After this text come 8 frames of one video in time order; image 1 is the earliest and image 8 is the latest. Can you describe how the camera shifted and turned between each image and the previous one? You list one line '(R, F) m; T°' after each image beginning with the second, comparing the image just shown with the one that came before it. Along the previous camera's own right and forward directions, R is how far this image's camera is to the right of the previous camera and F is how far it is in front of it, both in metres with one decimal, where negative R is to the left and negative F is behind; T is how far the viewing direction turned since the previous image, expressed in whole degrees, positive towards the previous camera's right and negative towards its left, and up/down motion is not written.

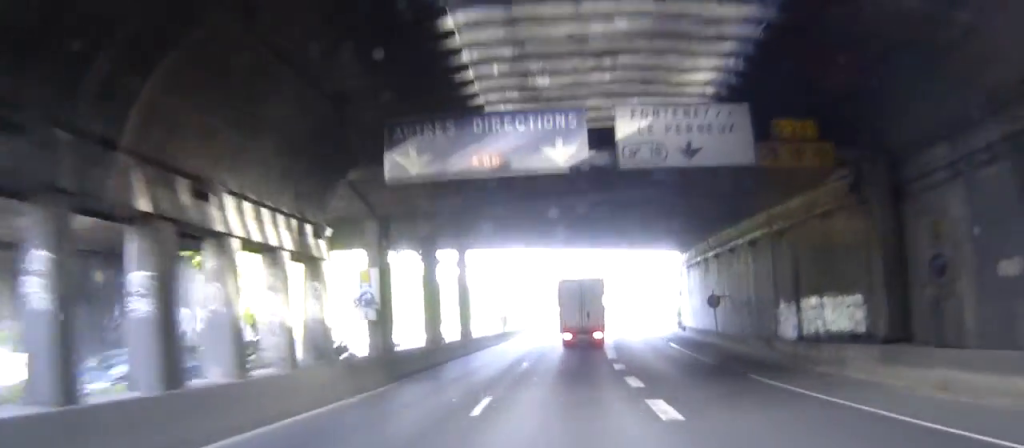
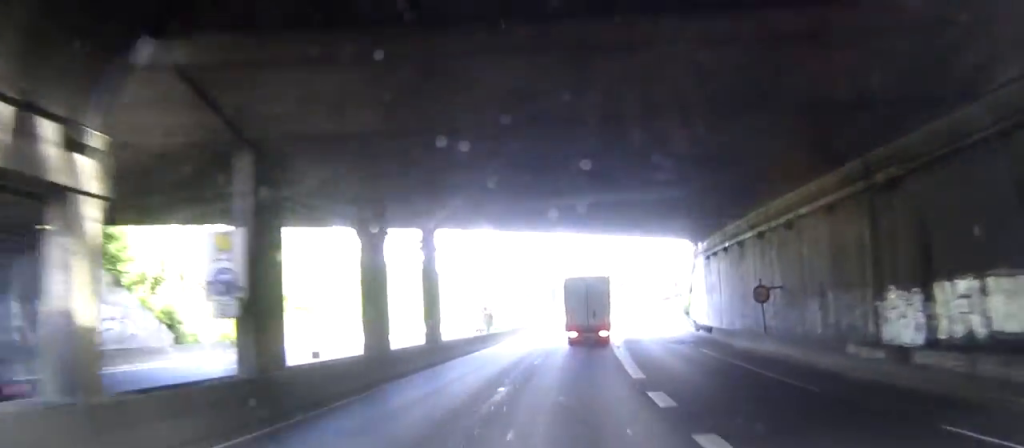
(-0.1, +12.2) m; -1°
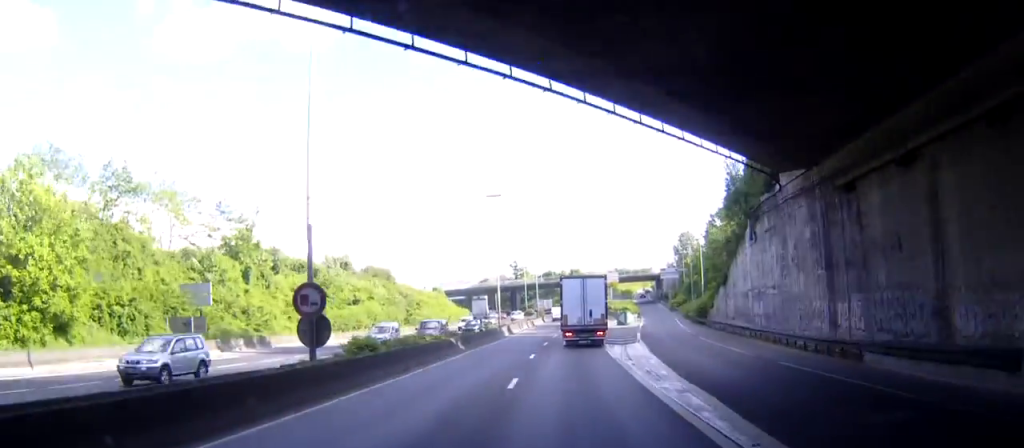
(-1.1, +38.0) m; +3°
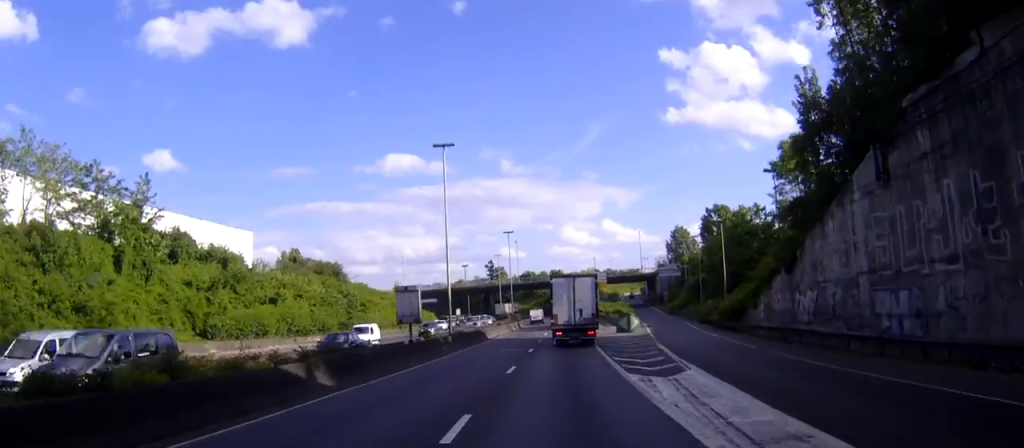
(+2.4, +24.5) m; +8°
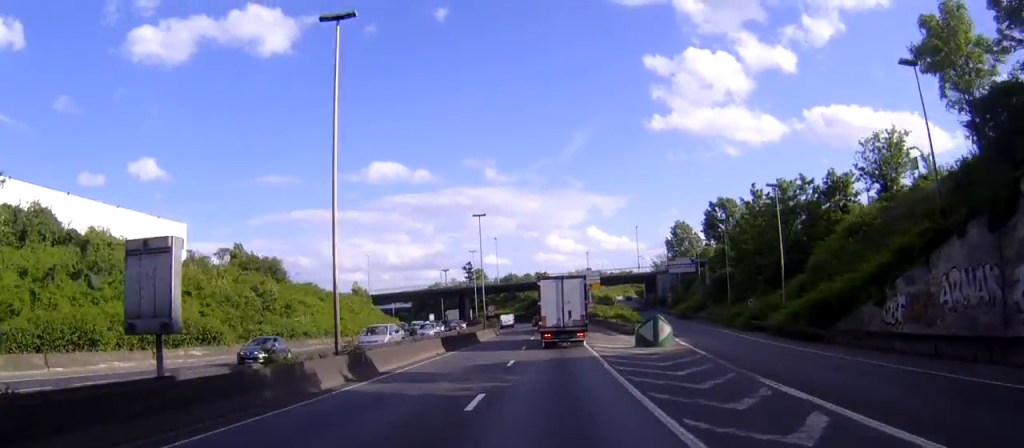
(+1.1, +25.8) m; +2°
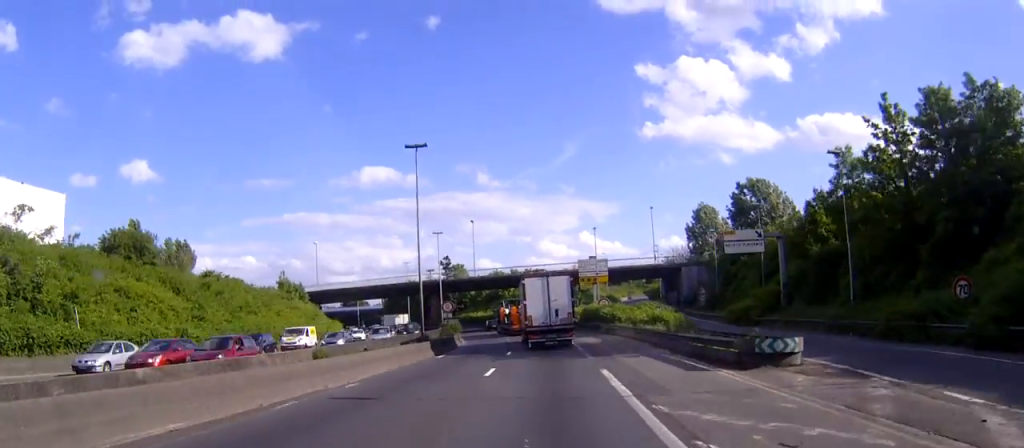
(-0.4, +37.9) m; -1°
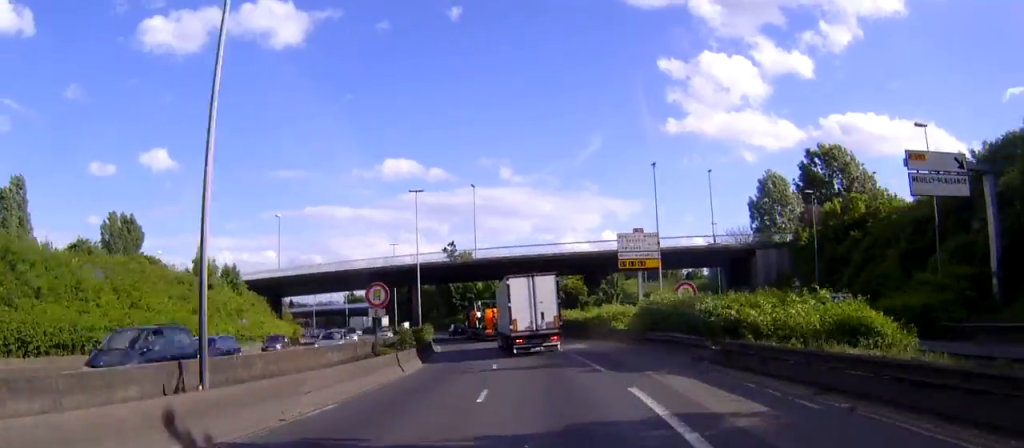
(-0.3, +32.4) m; -2°
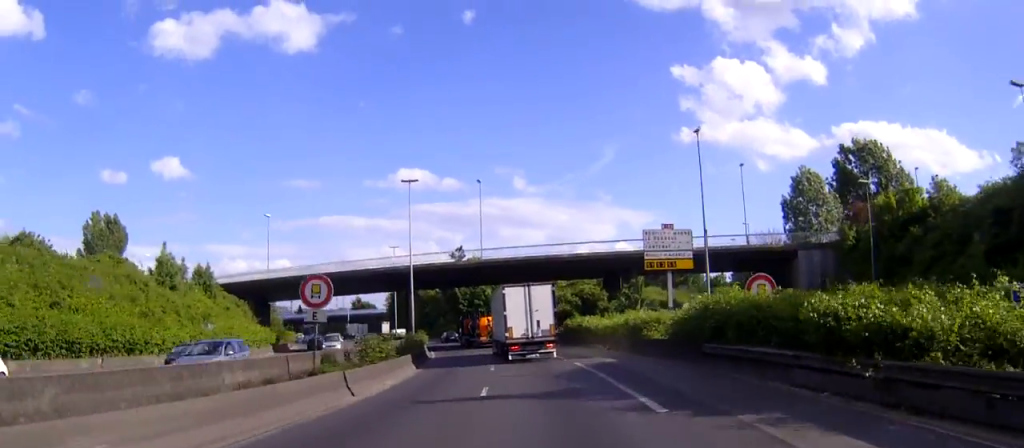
(0.0, +10.3) m; -1°
